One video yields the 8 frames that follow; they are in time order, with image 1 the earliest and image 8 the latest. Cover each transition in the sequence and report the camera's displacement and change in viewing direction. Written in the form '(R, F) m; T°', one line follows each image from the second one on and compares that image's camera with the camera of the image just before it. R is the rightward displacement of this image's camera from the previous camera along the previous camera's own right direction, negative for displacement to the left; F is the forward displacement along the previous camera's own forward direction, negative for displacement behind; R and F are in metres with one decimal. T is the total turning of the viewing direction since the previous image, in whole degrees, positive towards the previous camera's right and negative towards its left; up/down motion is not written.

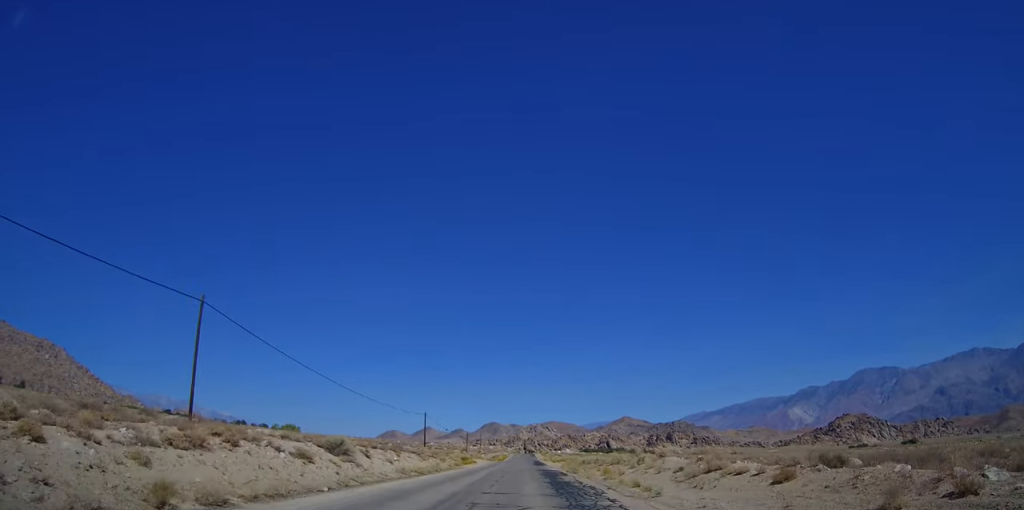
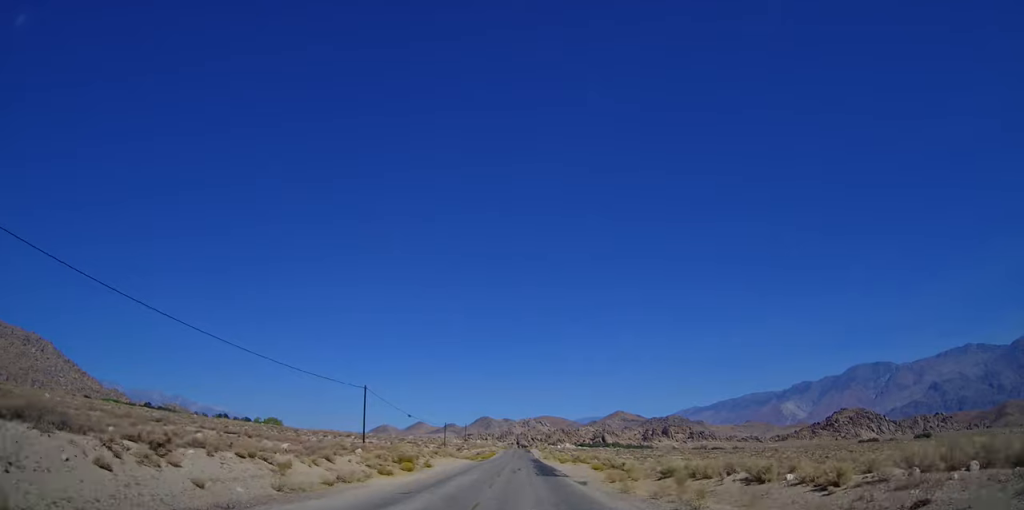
(+0.9, +32.4) m; +4°
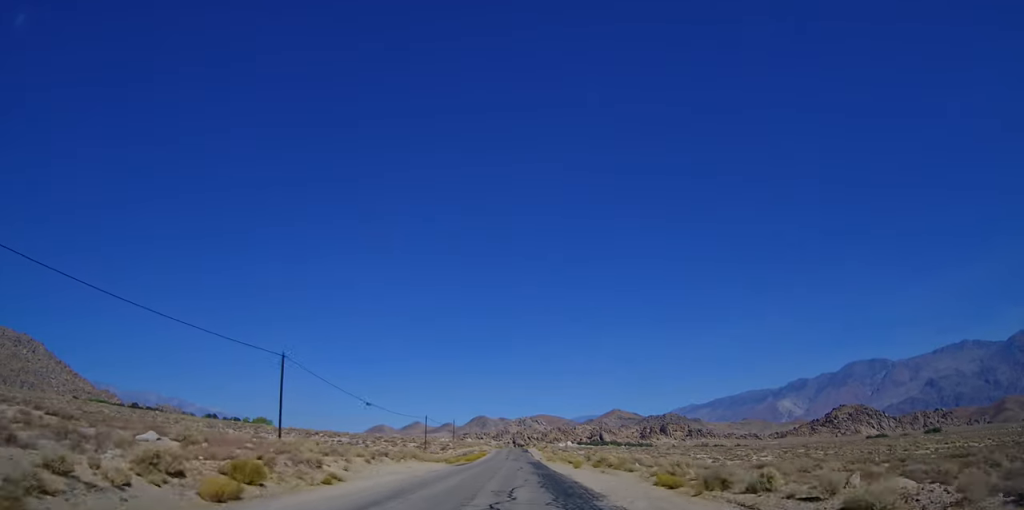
(-0.1, +20.4) m; -1°
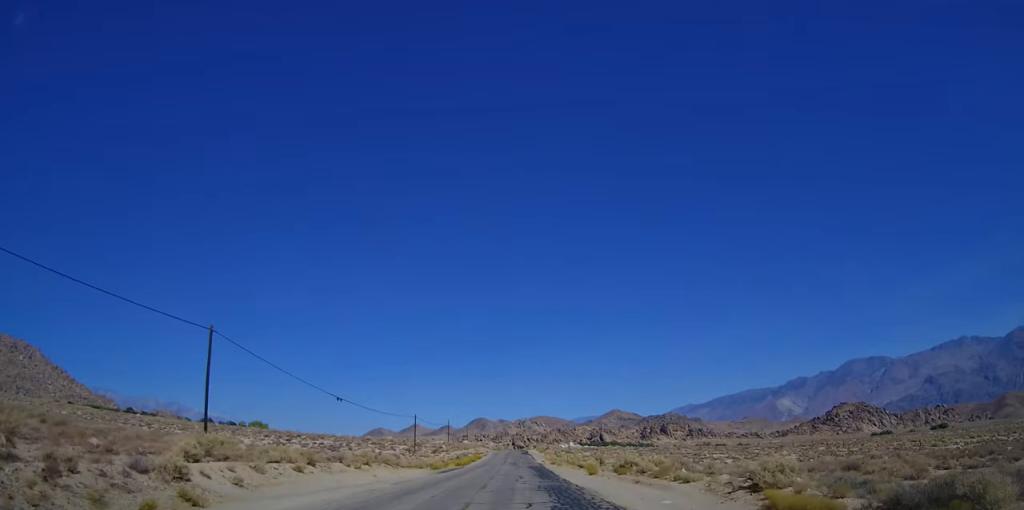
(-0.1, +9.8) m; -1°
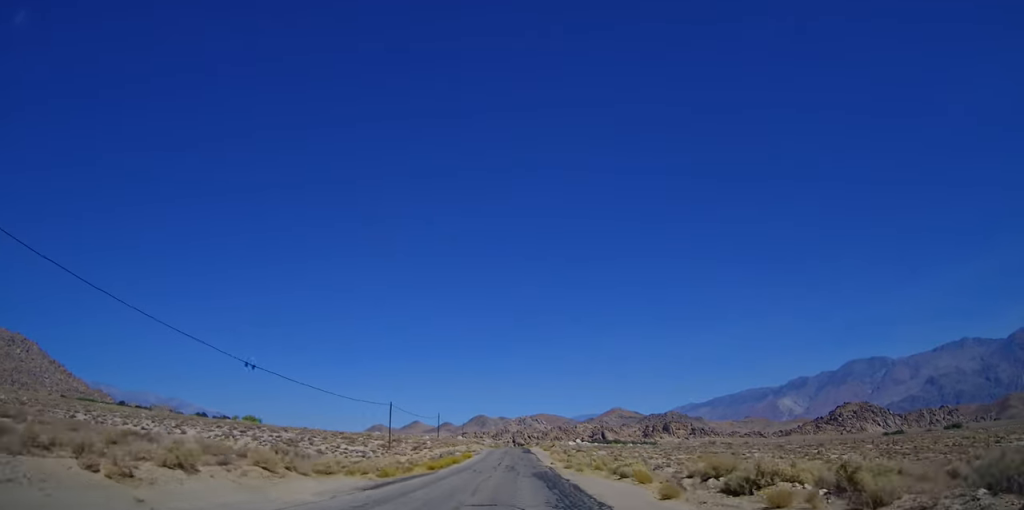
(0.0, +18.2) m; 0°
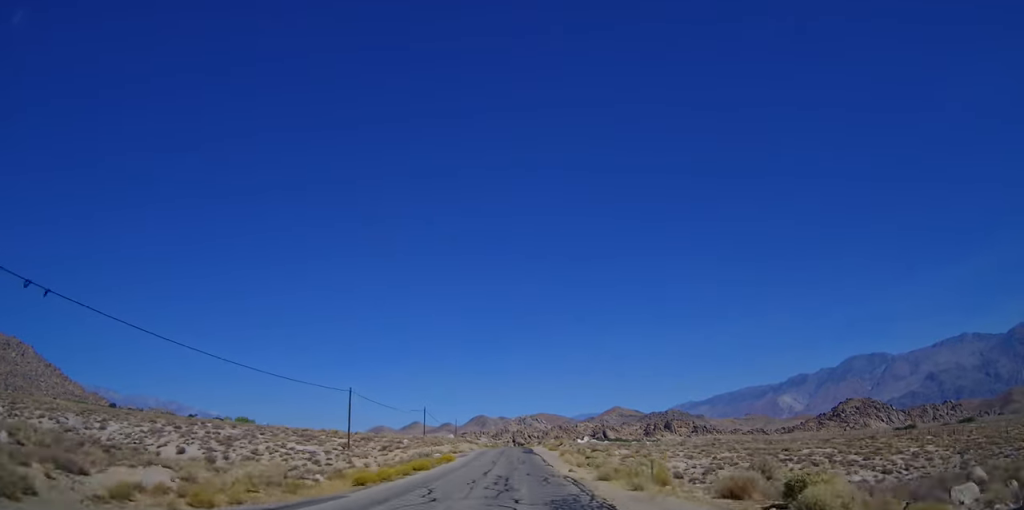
(0.0, +17.6) m; 0°
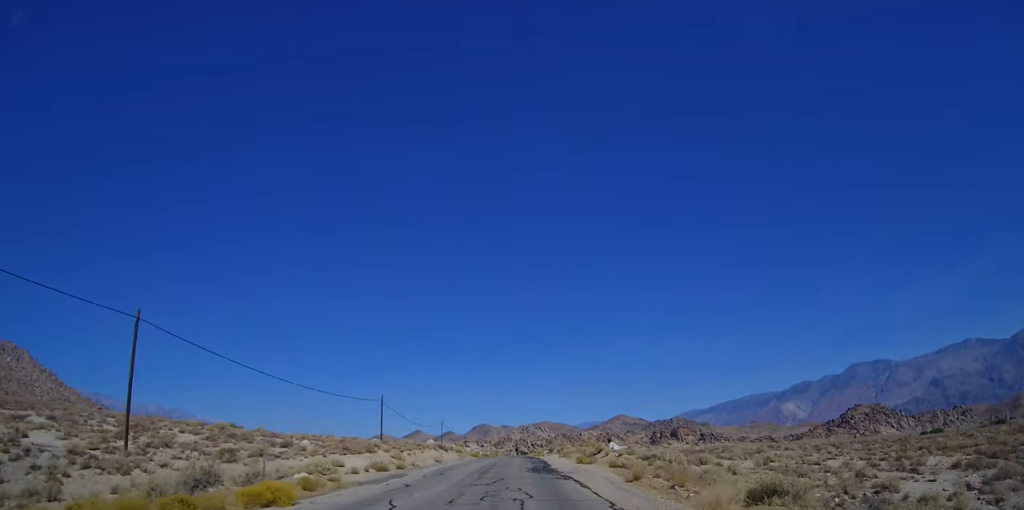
(0.0, +33.9) m; +1°
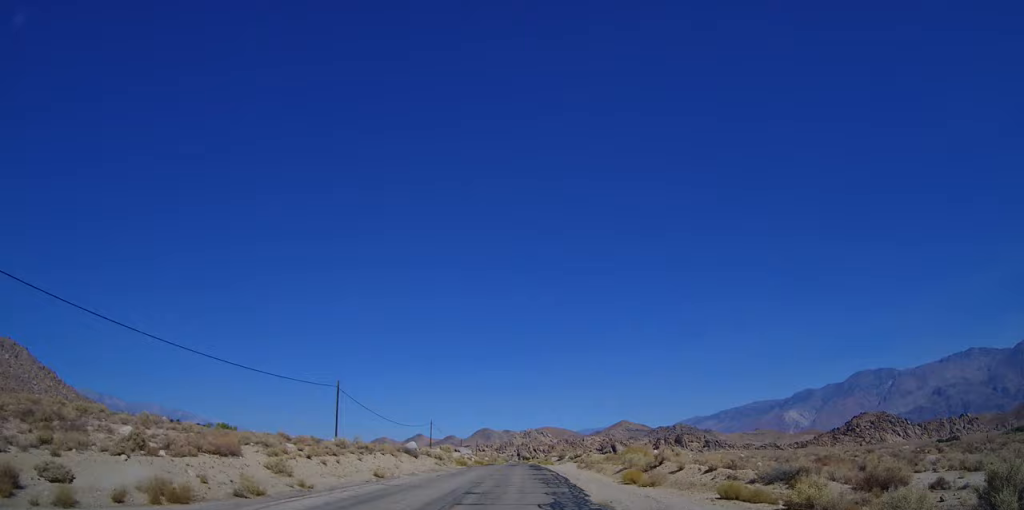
(+0.2, +18.3) m; +1°
